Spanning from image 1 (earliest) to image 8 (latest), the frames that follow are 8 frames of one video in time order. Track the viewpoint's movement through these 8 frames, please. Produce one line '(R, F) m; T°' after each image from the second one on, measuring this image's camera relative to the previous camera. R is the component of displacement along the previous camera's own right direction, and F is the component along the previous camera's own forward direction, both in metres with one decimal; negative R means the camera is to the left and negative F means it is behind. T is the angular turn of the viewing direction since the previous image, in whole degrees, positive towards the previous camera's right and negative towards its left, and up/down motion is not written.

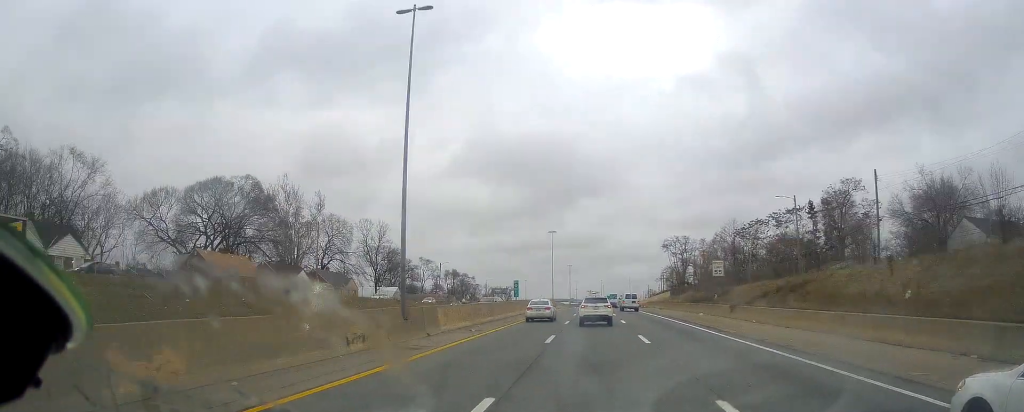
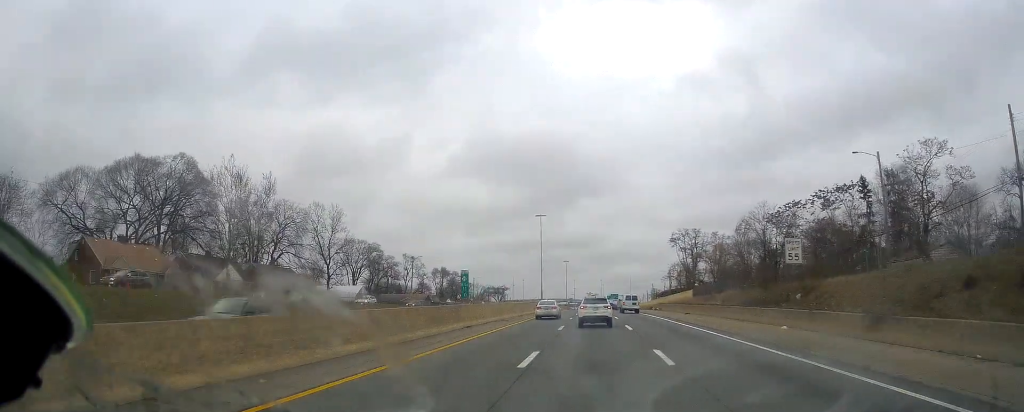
(0.0, +22.0) m; -1°
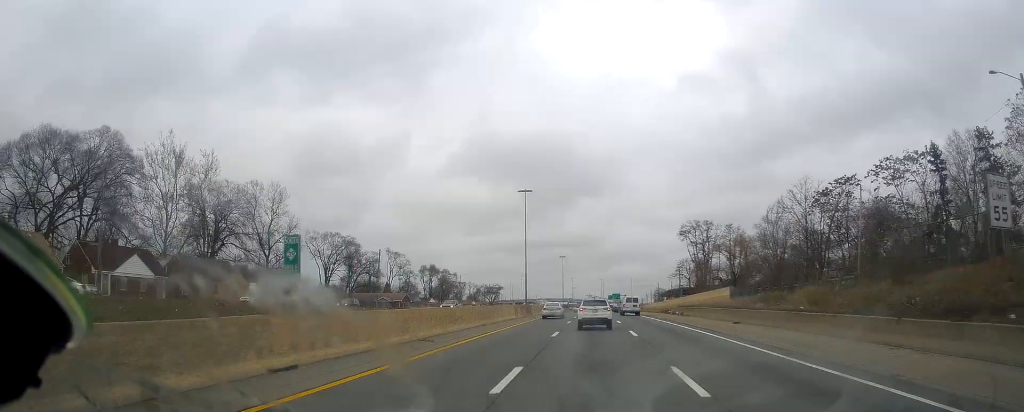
(-0.5, +19.6) m; -1°
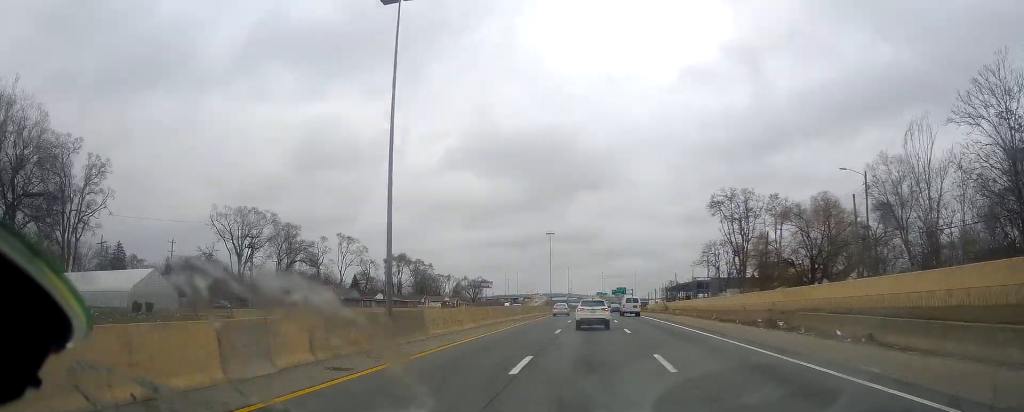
(+0.7, +42.9) m; +1°
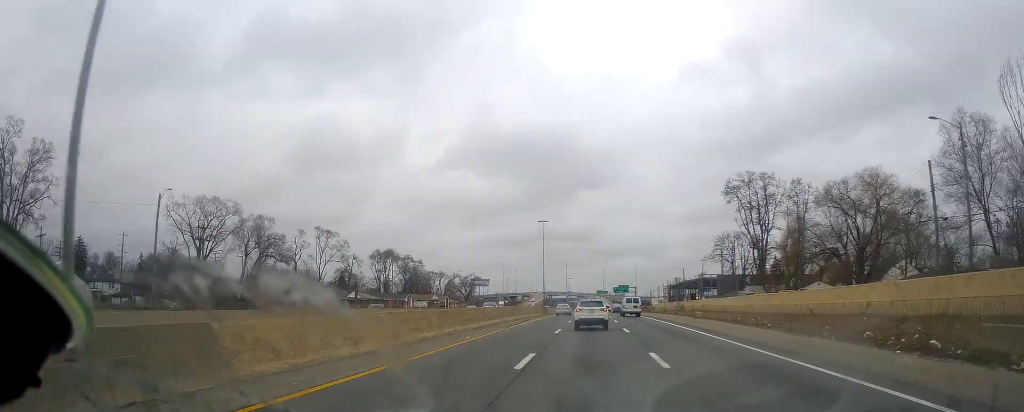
(+0.3, +14.5) m; 0°
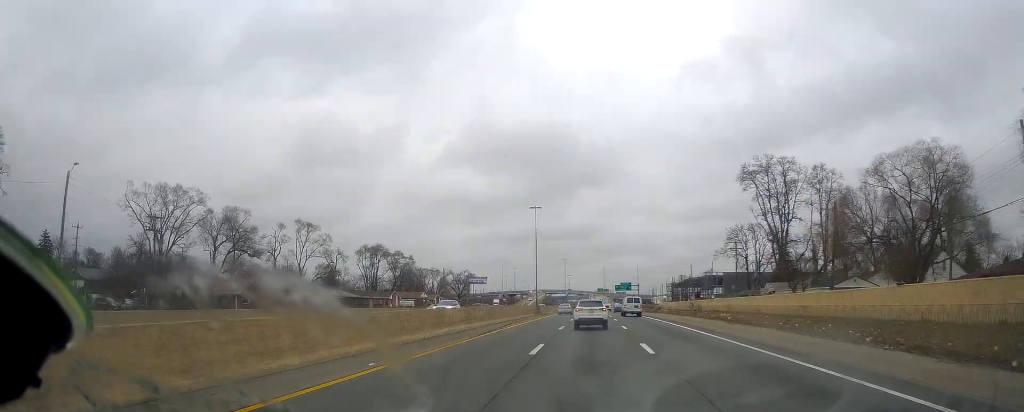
(-0.3, +11.7) m; 0°
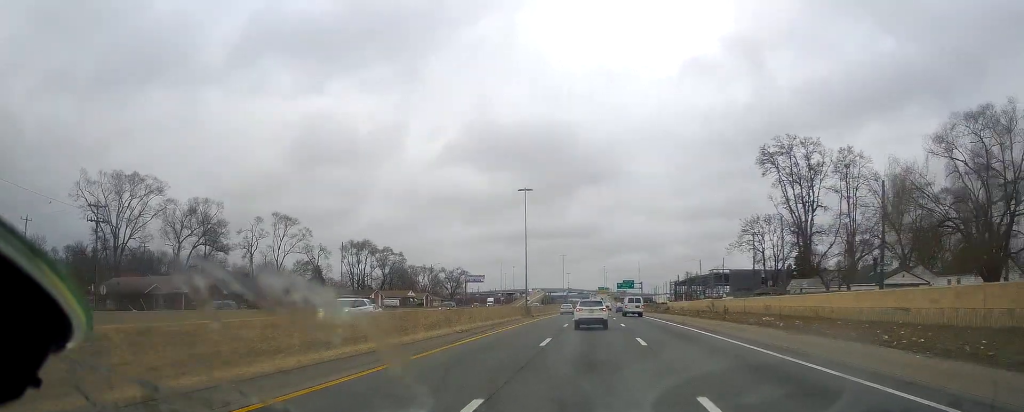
(-0.4, +11.7) m; 0°
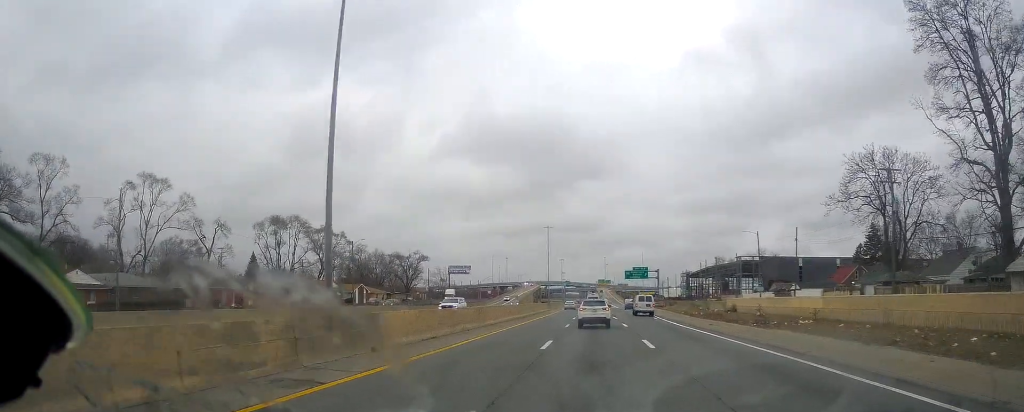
(+0.2, +47.0) m; 0°
